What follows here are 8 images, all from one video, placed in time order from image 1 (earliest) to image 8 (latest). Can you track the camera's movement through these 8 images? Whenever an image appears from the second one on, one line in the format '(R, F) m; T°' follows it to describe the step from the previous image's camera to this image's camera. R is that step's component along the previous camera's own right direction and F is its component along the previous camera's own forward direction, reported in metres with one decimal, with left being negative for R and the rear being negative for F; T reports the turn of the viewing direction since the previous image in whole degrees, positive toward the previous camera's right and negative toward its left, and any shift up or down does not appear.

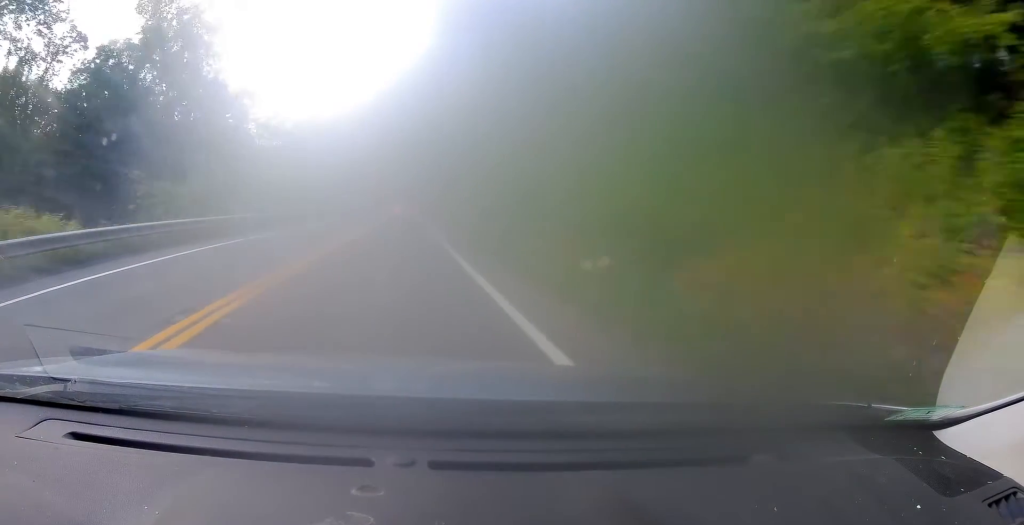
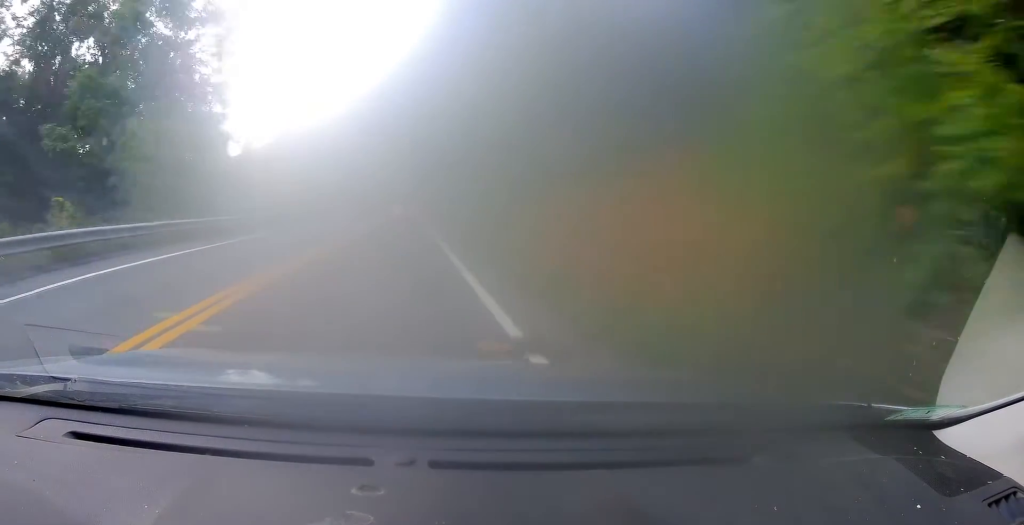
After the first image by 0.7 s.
(+0.1, +15.5) m; -1°
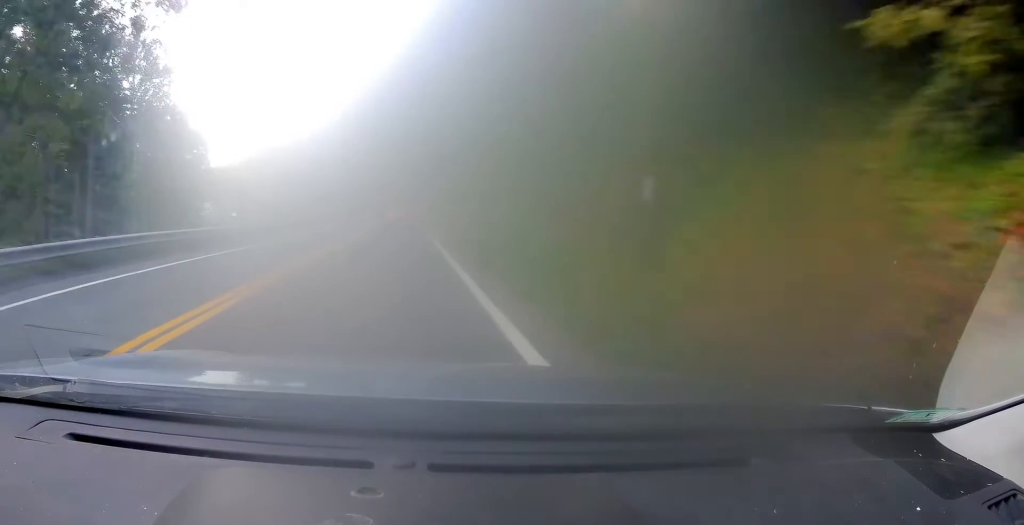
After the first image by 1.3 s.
(0.0, +11.3) m; -1°
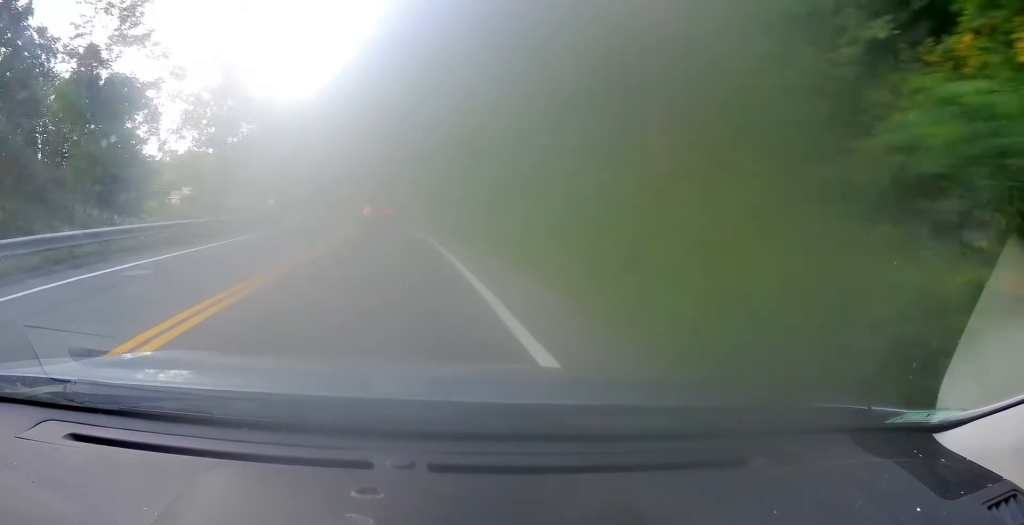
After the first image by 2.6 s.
(-1.1, +28.3) m; -3°
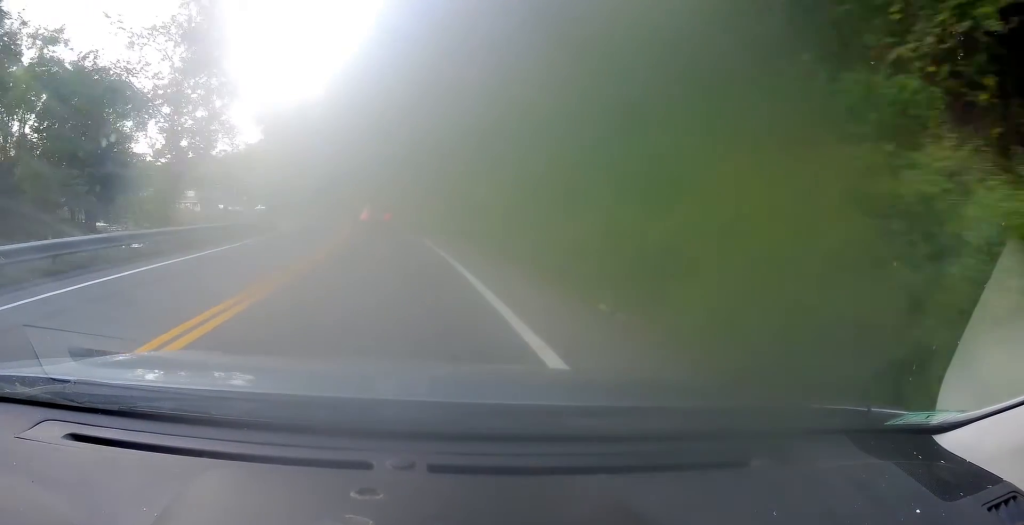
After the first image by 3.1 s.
(0.0, +8.8) m; -1°
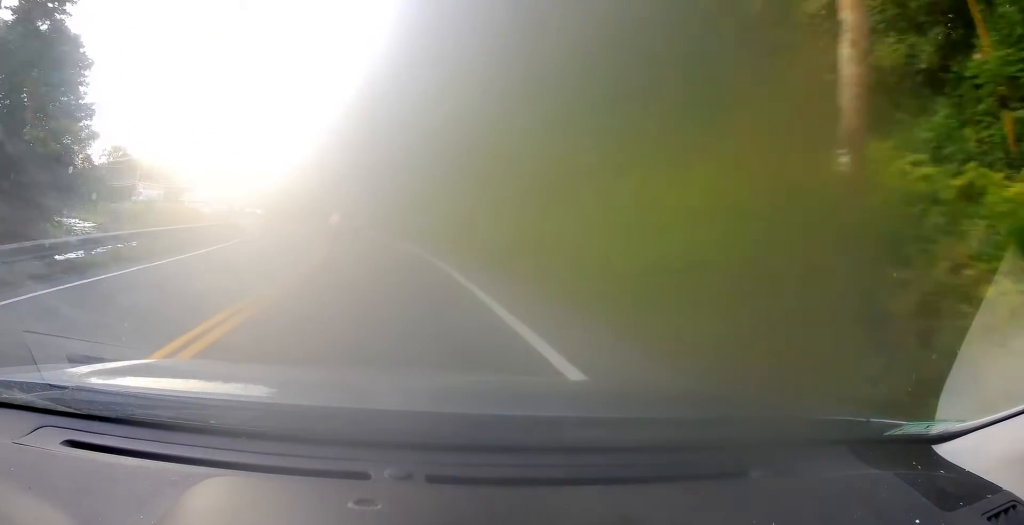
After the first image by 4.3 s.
(-1.1, +25.2) m; -6°
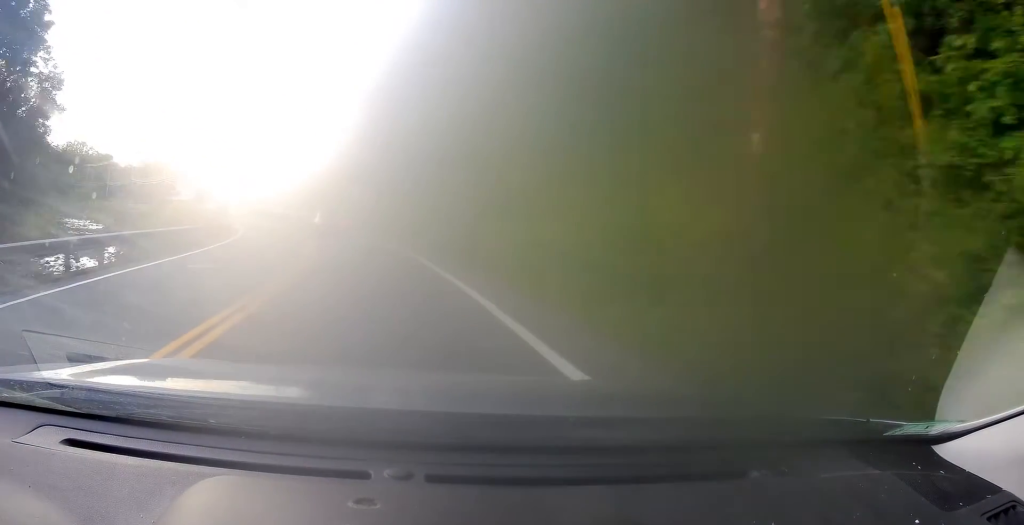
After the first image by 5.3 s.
(-1.1, +18.8) m; -6°
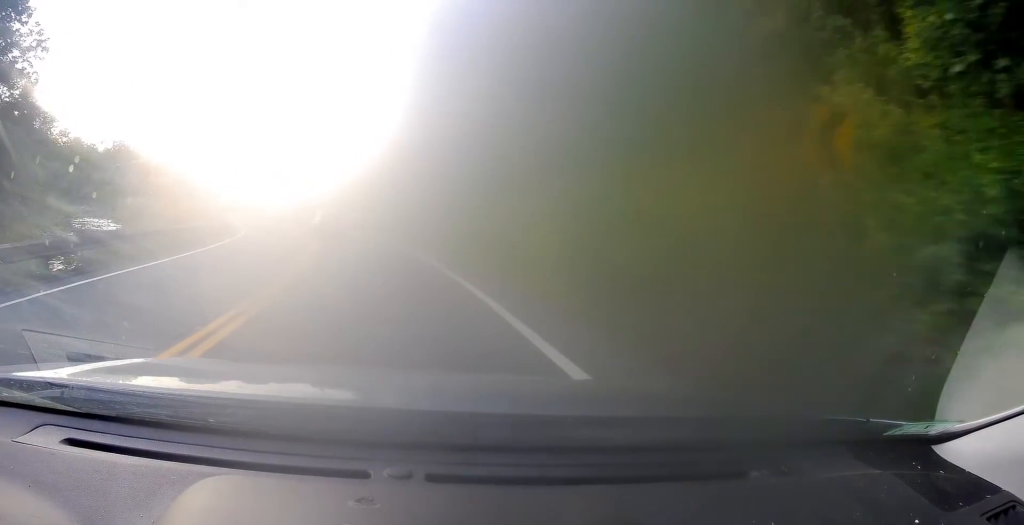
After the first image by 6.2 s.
(-0.3, +16.4) m; -9°
